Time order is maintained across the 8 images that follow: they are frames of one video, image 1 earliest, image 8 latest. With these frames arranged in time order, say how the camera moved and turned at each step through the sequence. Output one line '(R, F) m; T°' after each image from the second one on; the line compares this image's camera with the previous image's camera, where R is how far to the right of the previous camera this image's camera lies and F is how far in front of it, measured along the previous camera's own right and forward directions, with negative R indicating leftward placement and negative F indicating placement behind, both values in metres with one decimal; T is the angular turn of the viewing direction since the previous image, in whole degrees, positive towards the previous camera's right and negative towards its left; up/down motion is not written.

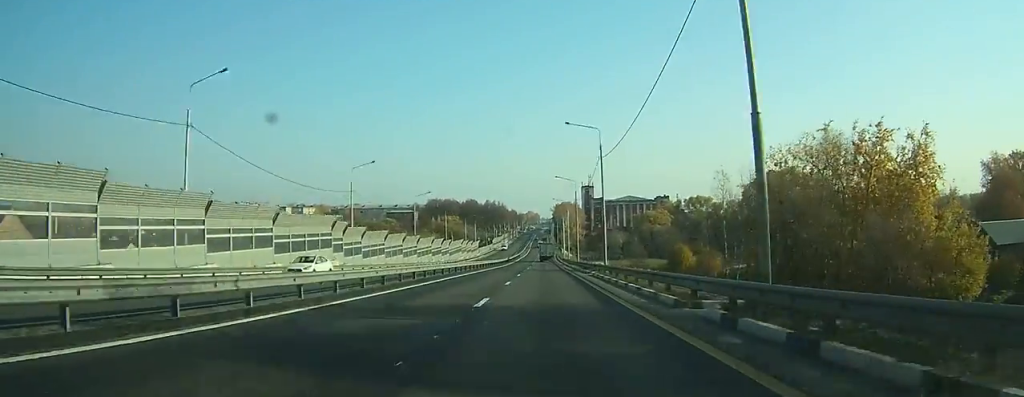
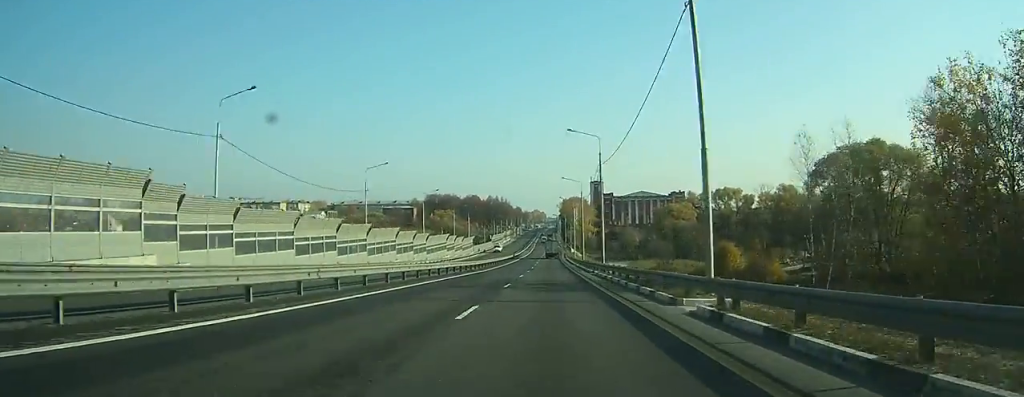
(0.0, +27.0) m; 0°
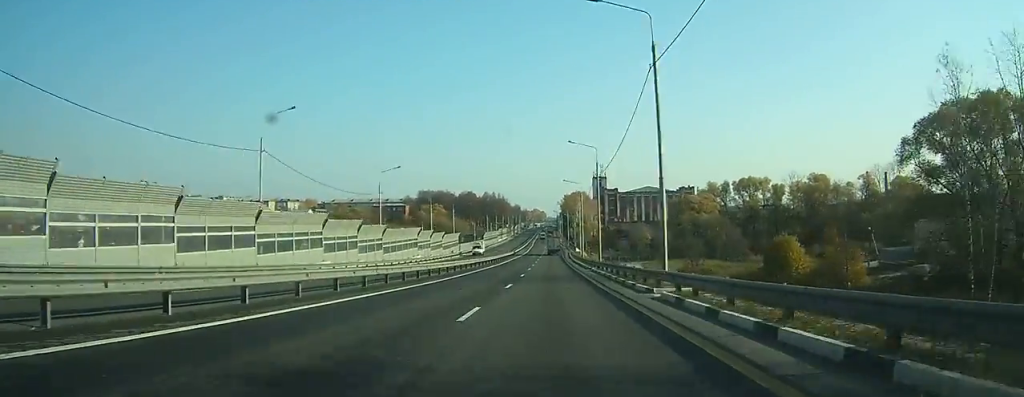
(0.0, +24.2) m; 0°
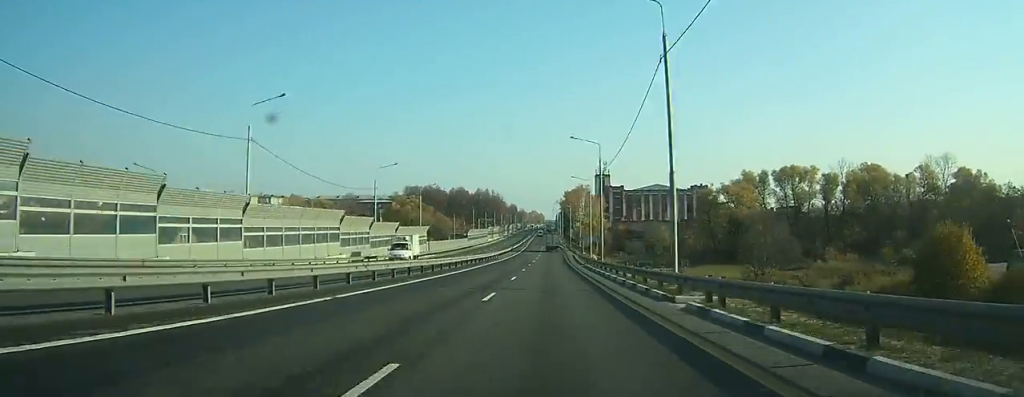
(0.0, +31.3) m; 0°
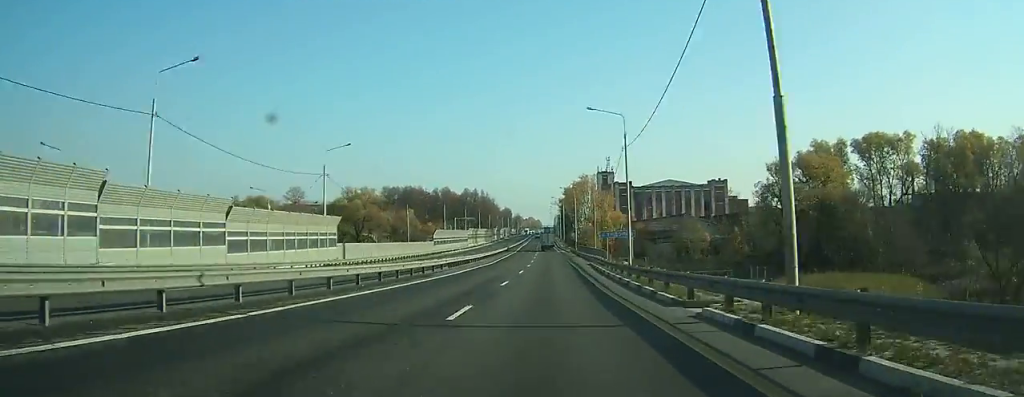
(0.0, +39.6) m; 0°
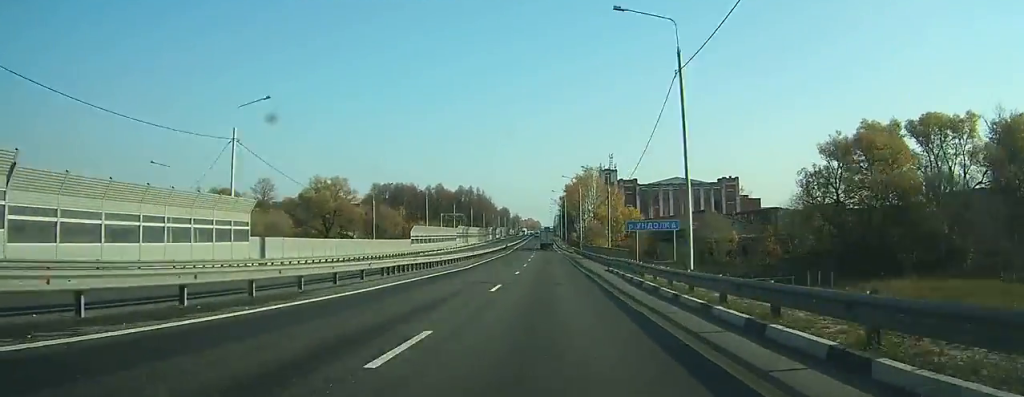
(0.0, +16.9) m; 0°
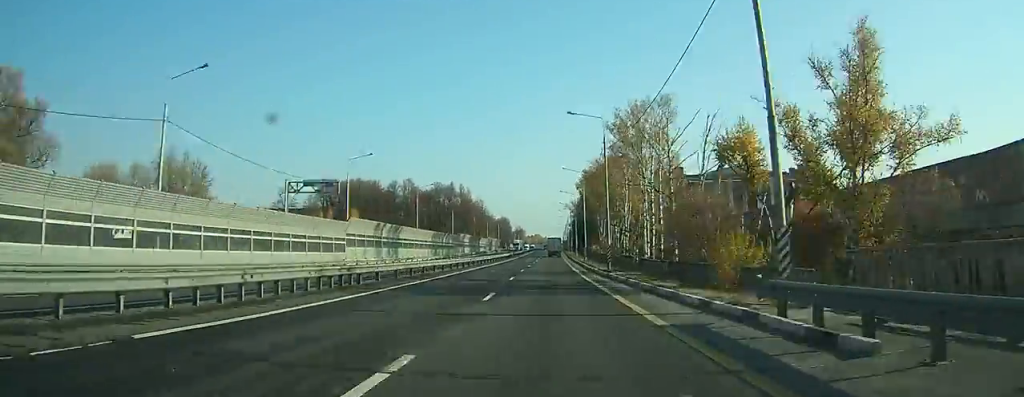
(0.0, +74.4) m; 0°
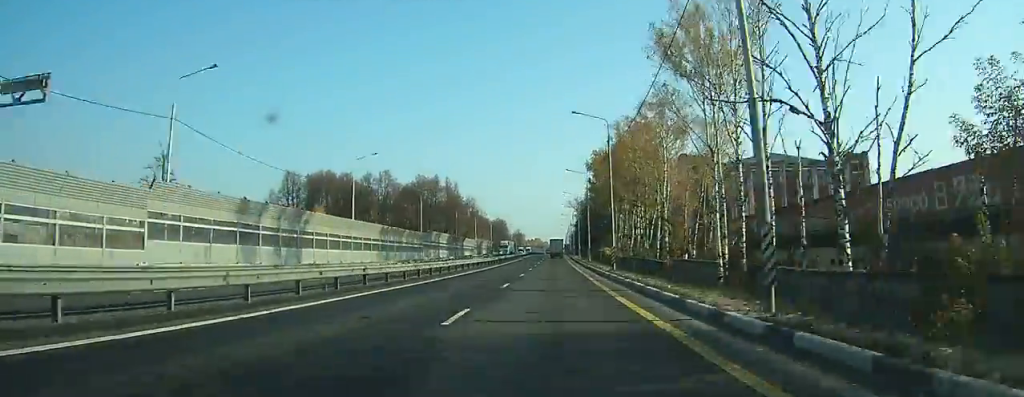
(-0.1, +29.8) m; 0°
